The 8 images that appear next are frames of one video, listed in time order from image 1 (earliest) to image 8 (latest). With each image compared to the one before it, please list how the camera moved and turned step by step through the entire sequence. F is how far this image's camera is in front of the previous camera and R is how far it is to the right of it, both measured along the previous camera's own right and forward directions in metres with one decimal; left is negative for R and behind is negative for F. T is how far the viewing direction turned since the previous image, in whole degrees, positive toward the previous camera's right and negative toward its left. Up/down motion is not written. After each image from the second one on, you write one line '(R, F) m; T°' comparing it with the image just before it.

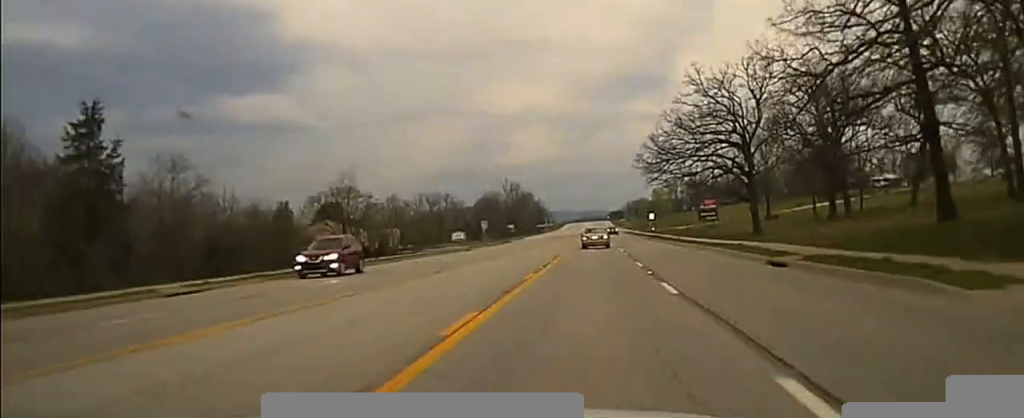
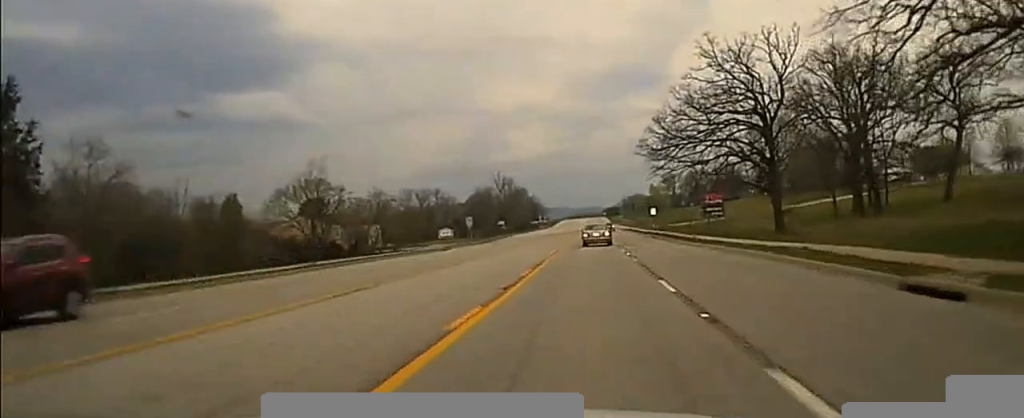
(0.0, +9.4) m; 0°
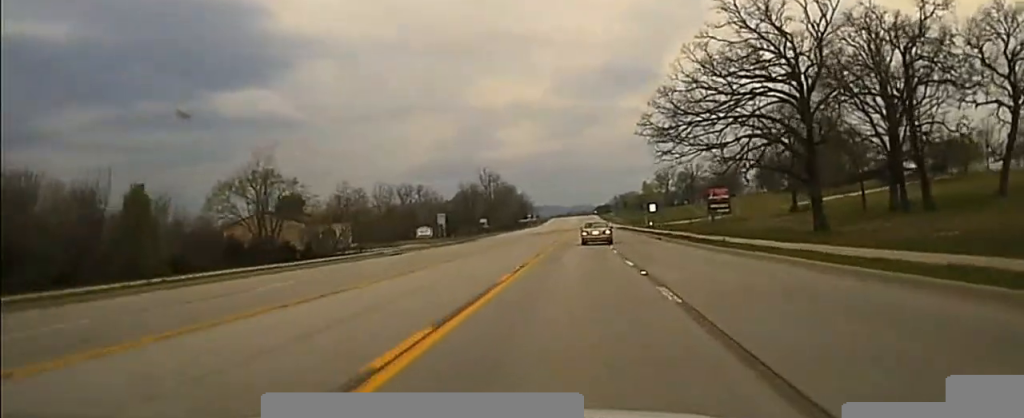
(0.0, +13.6) m; 0°
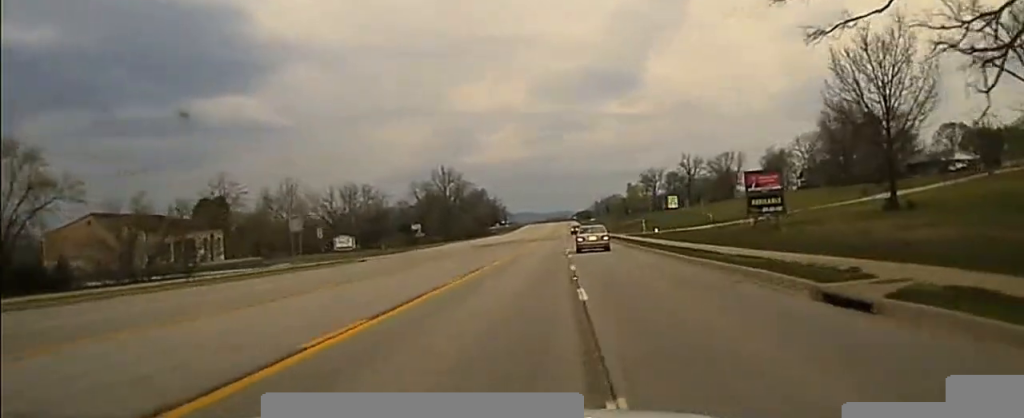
(+0.4, +49.8) m; +1°
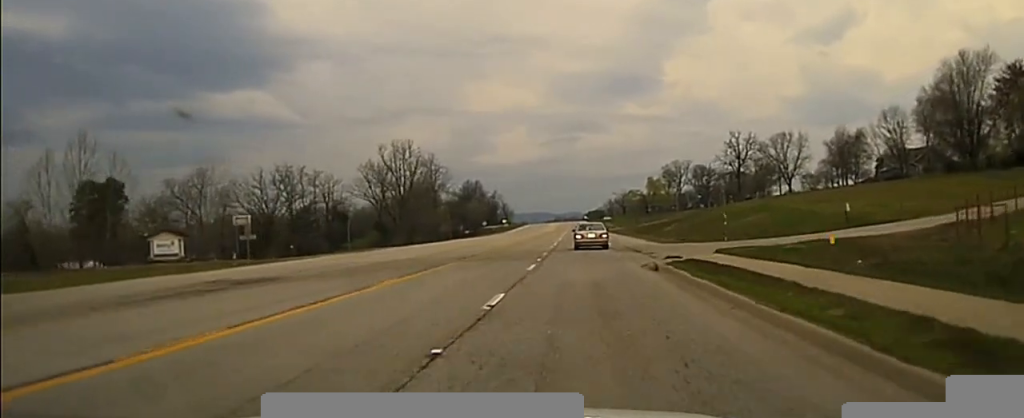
(+0.6, +70.9) m; 0°
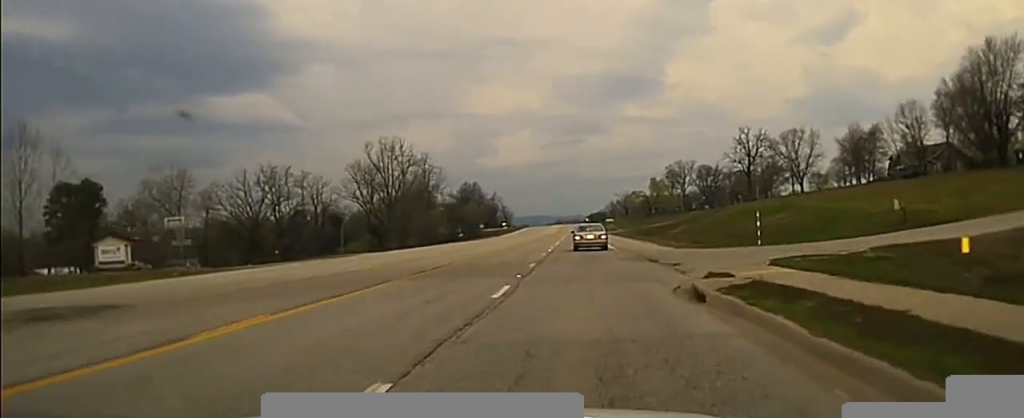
(+0.1, +7.9) m; 0°
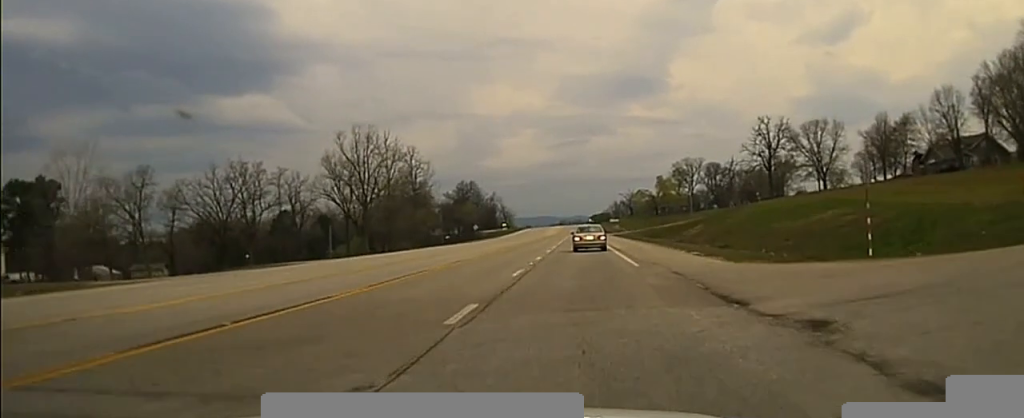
(-0.2, +12.9) m; -1°
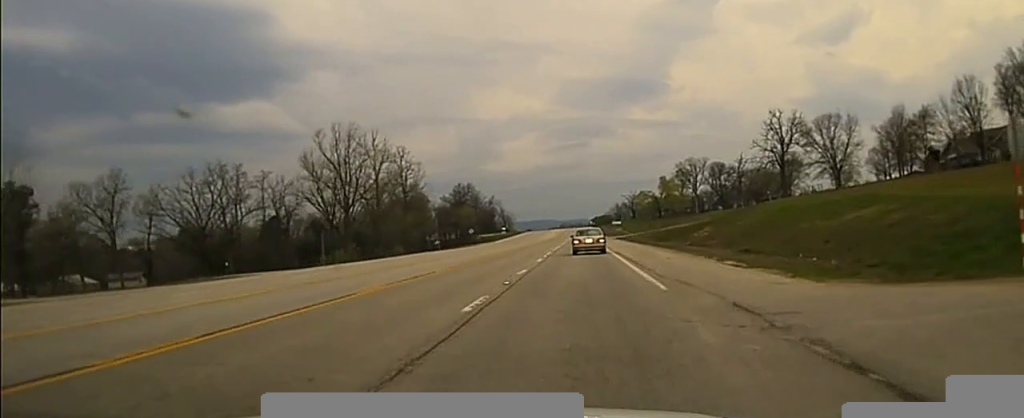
(0.0, +7.2) m; -1°
